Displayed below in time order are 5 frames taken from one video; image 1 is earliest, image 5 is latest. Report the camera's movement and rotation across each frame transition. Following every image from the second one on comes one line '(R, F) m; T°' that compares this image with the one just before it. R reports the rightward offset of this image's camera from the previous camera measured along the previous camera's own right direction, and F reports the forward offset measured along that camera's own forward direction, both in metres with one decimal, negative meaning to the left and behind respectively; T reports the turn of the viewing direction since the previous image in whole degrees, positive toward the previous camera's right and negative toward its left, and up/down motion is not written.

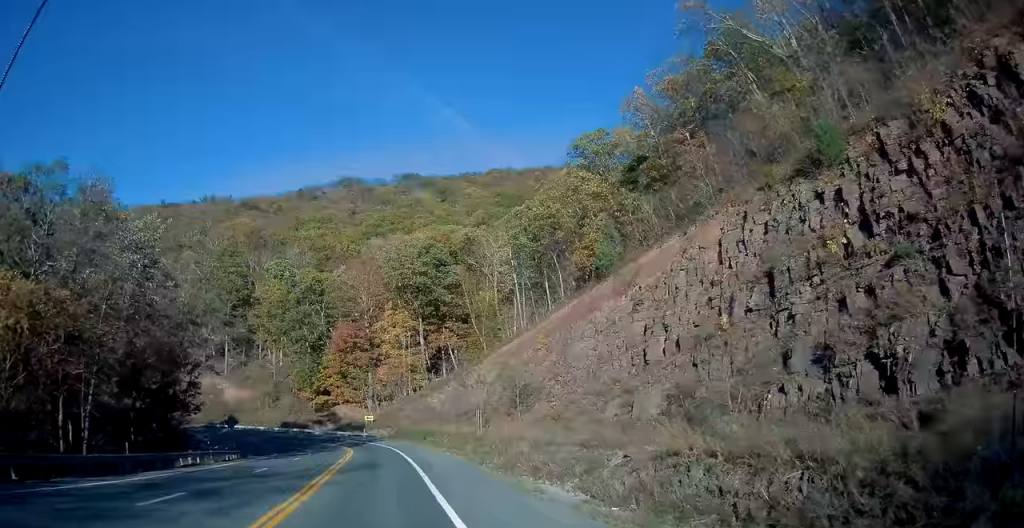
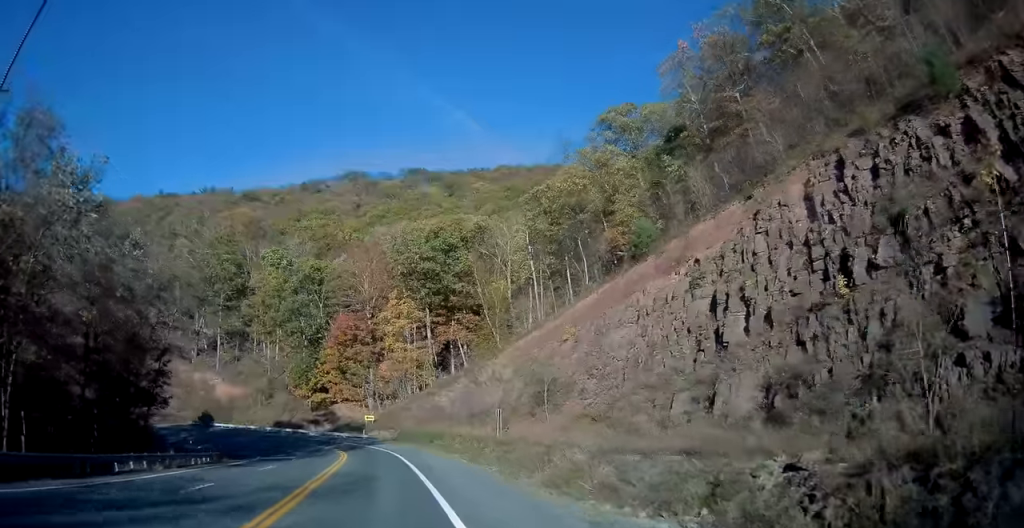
(0.0, +8.7) m; 0°
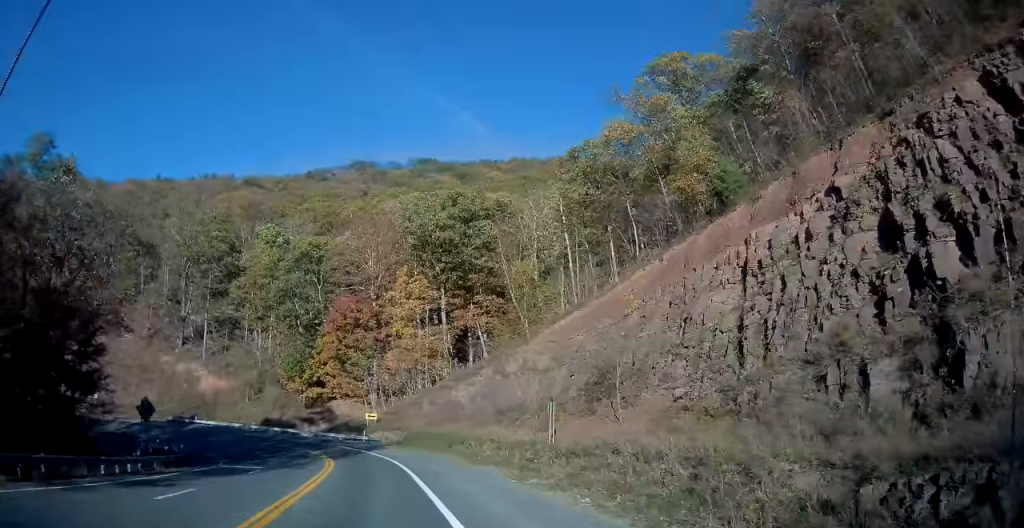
(0.0, +13.9) m; -1°
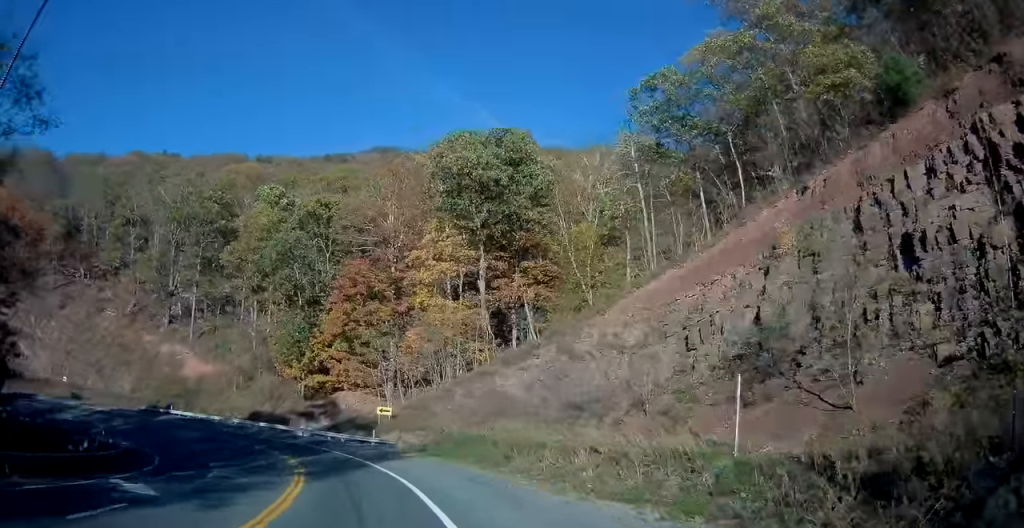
(-0.4, +17.9) m; -2°
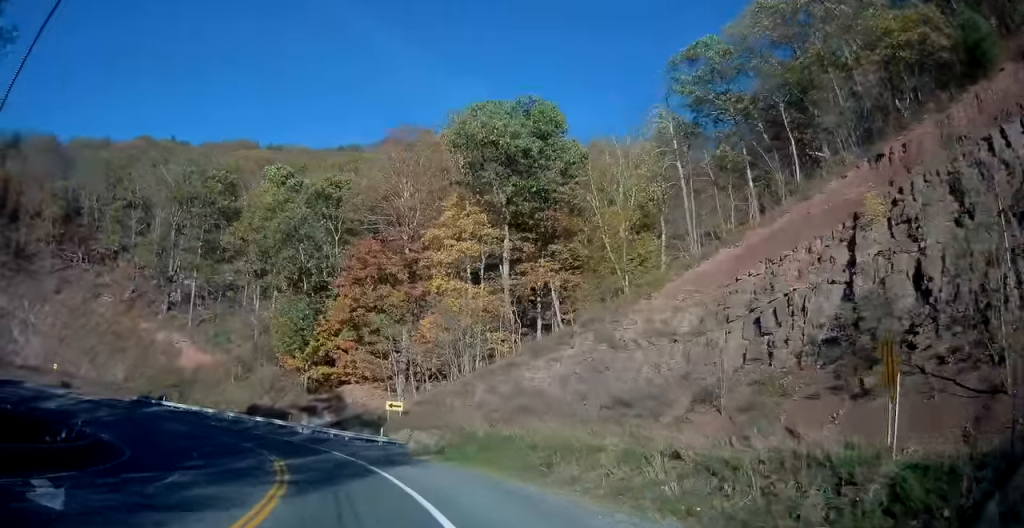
(0.0, +5.7) m; -1°
